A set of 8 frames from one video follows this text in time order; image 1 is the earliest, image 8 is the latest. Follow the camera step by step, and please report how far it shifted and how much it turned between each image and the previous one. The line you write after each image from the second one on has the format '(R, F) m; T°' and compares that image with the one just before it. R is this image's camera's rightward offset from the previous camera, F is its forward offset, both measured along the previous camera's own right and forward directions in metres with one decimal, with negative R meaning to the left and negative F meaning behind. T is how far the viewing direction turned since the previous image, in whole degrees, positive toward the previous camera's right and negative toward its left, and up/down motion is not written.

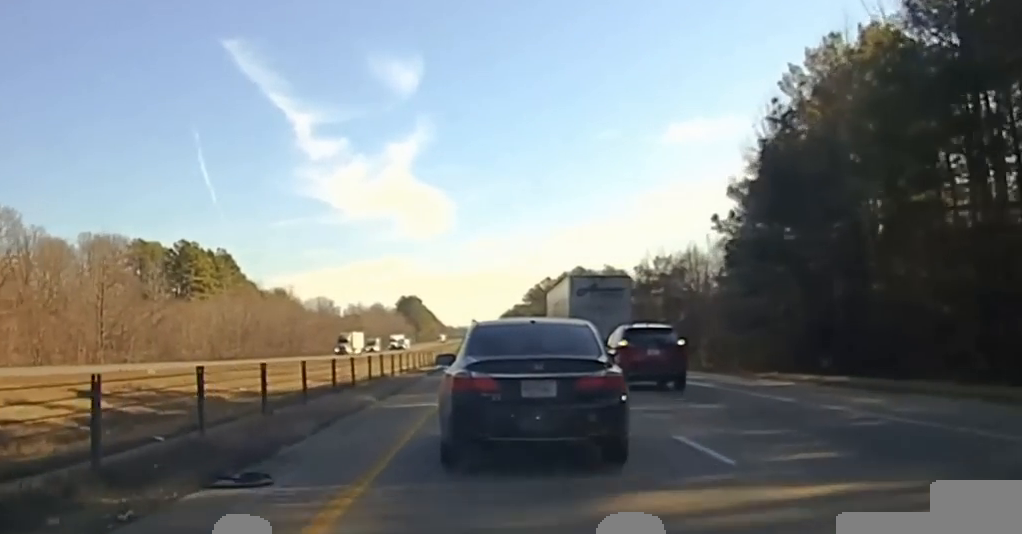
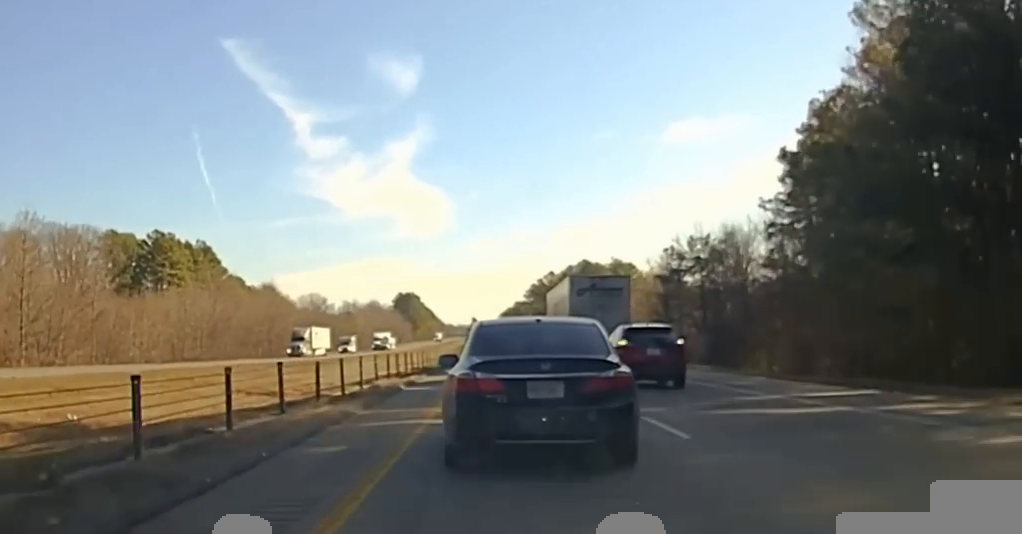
(0.0, +16.9) m; 0°
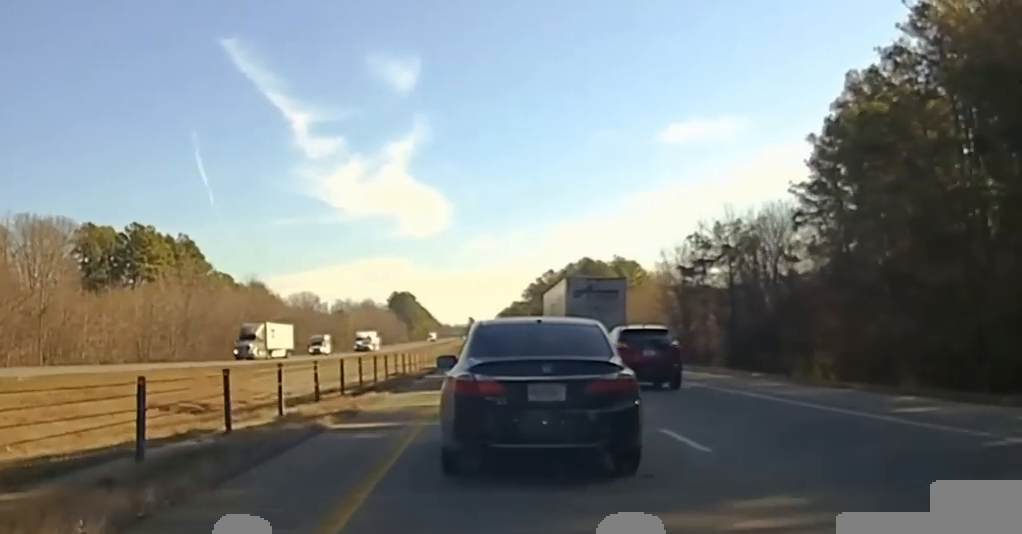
(0.0, +11.5) m; 0°
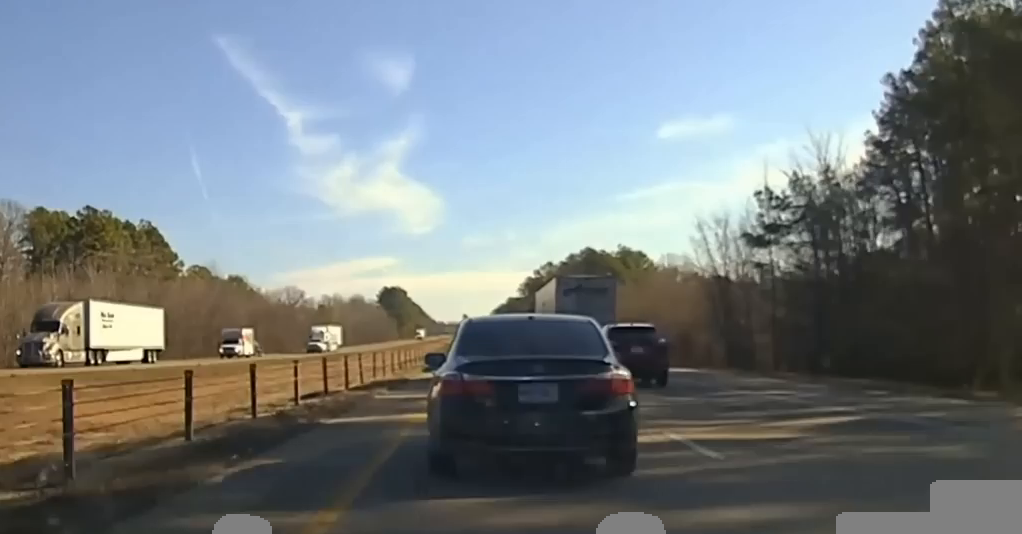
(+0.1, +25.1) m; 0°
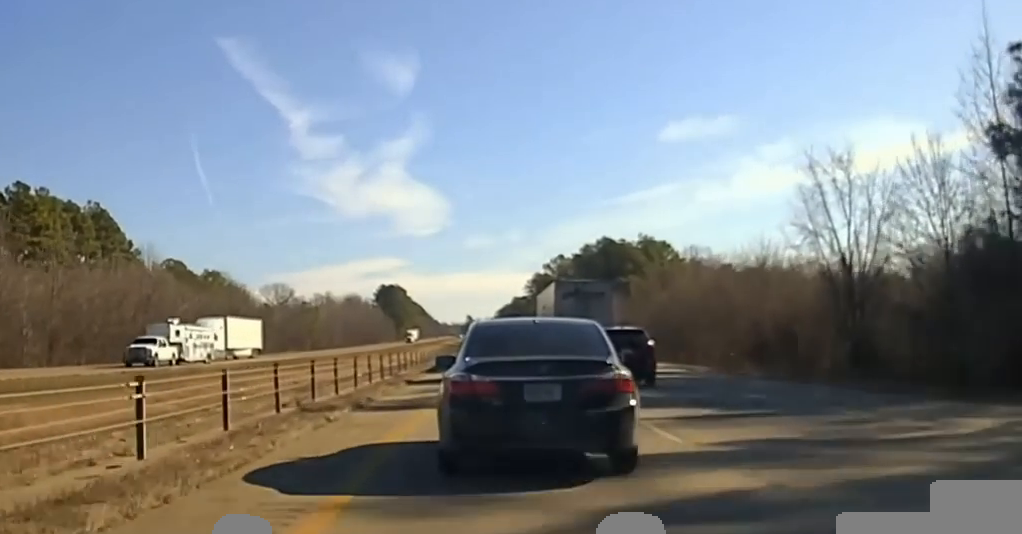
(0.0, +41.3) m; 0°
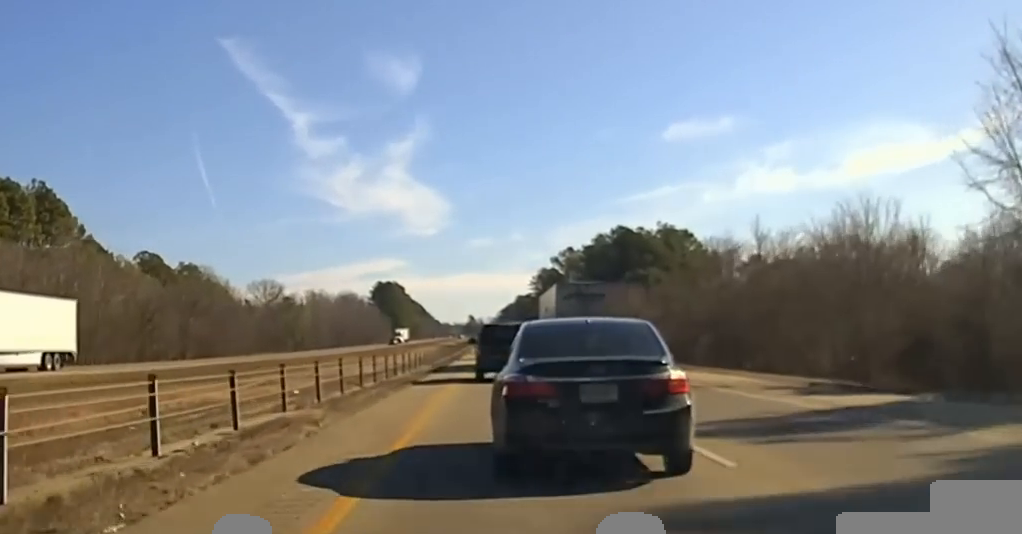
(-0.1, +29.7) m; 0°
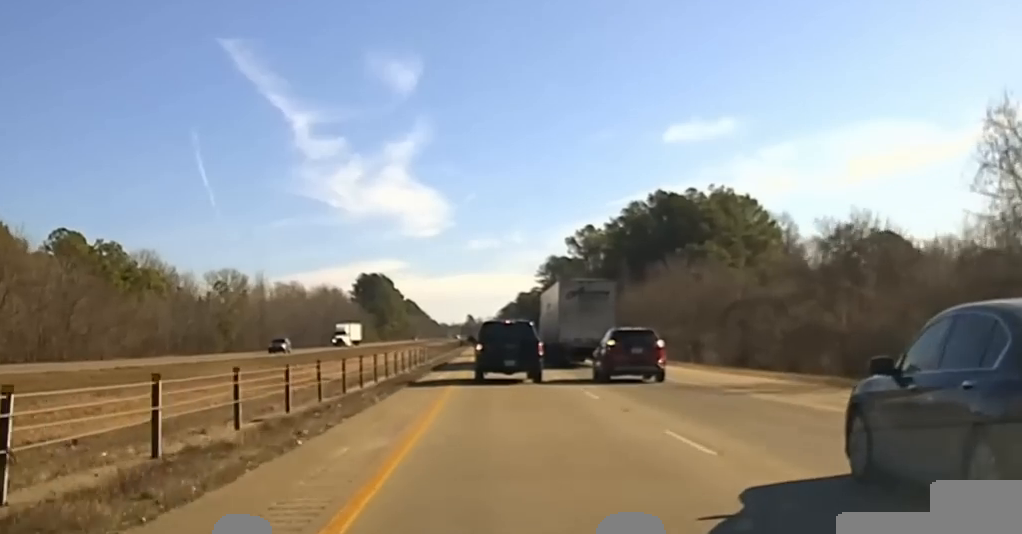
(+0.3, +60.6) m; 0°
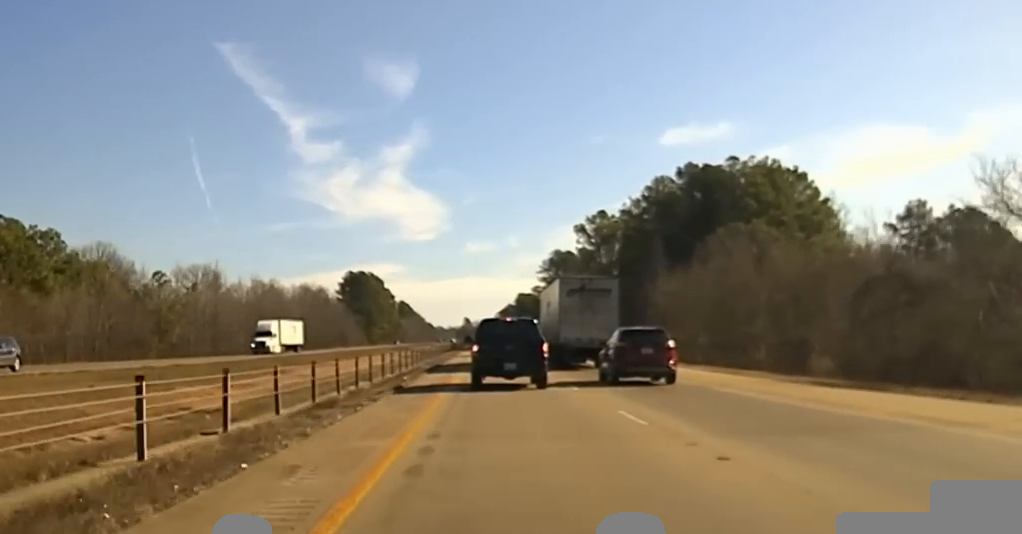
(0.0, +29.5) m; 0°
